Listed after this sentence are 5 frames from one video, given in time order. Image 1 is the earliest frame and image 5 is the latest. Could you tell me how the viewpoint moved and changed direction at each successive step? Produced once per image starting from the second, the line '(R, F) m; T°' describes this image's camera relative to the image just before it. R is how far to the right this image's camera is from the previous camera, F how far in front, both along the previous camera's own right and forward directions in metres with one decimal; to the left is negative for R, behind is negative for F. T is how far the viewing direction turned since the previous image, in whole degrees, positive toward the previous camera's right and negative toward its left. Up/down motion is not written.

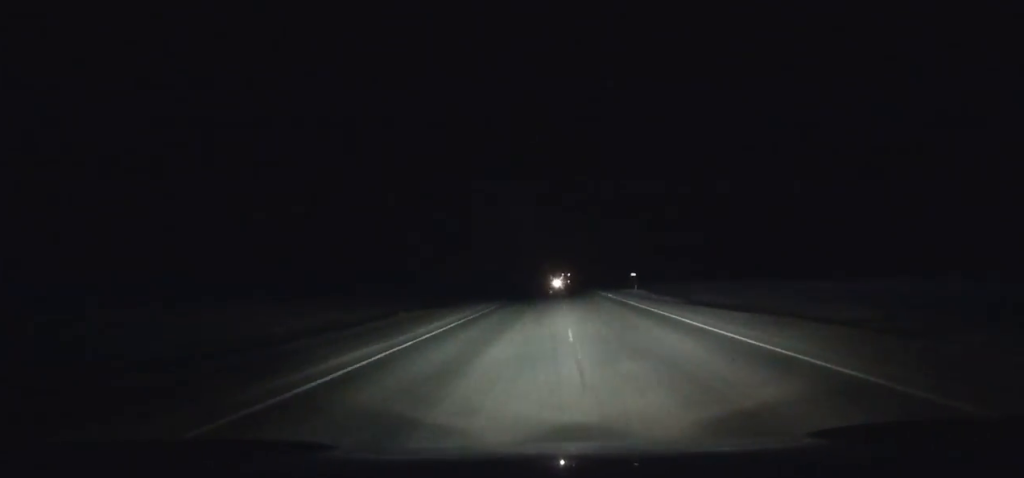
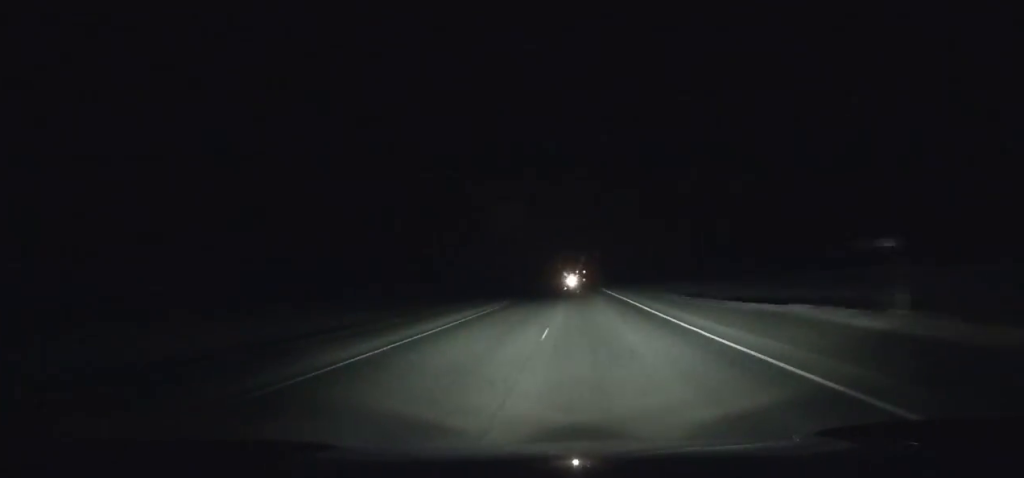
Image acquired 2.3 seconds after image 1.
(0.0, +60.8) m; 0°
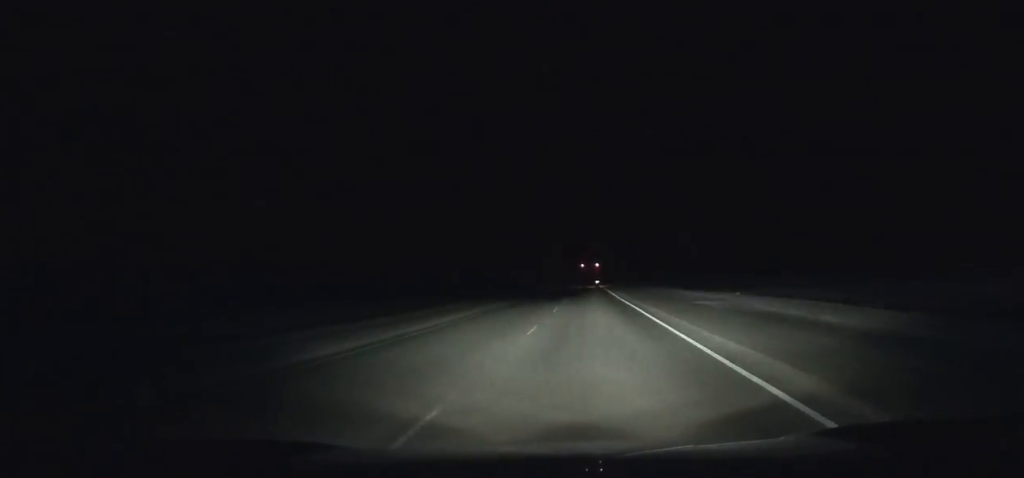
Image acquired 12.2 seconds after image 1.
(-5.8, +256.3) m; -2°
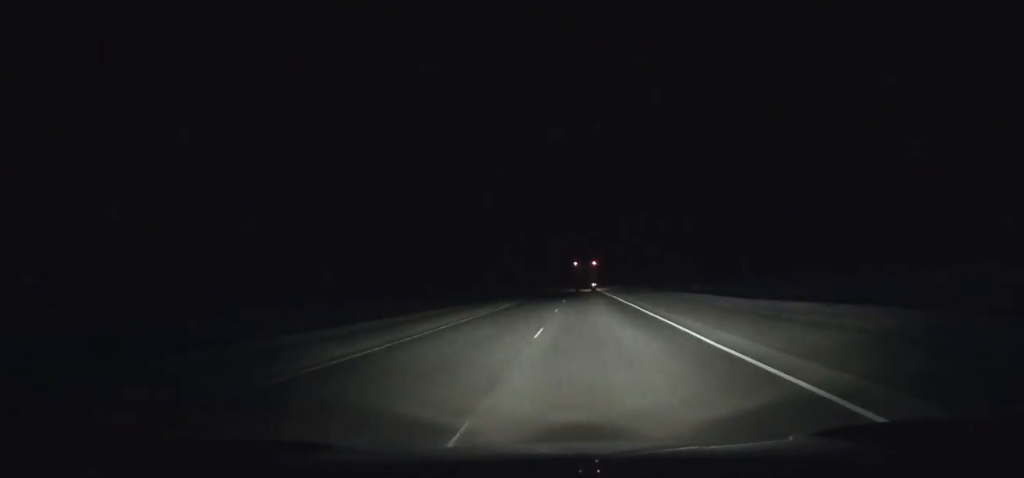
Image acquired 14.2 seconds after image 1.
(0.0, +51.2) m; 0°
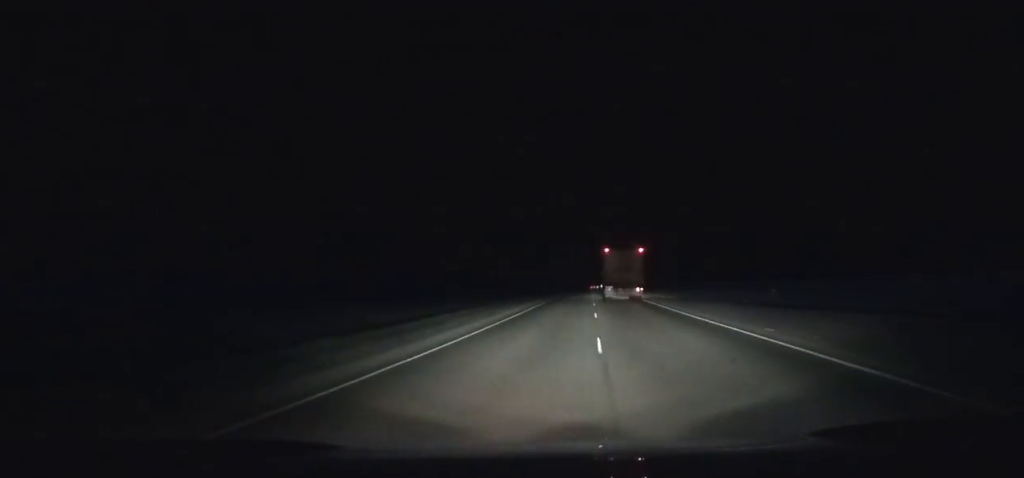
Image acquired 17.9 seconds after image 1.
(-0.8, +92.7) m; -1°
